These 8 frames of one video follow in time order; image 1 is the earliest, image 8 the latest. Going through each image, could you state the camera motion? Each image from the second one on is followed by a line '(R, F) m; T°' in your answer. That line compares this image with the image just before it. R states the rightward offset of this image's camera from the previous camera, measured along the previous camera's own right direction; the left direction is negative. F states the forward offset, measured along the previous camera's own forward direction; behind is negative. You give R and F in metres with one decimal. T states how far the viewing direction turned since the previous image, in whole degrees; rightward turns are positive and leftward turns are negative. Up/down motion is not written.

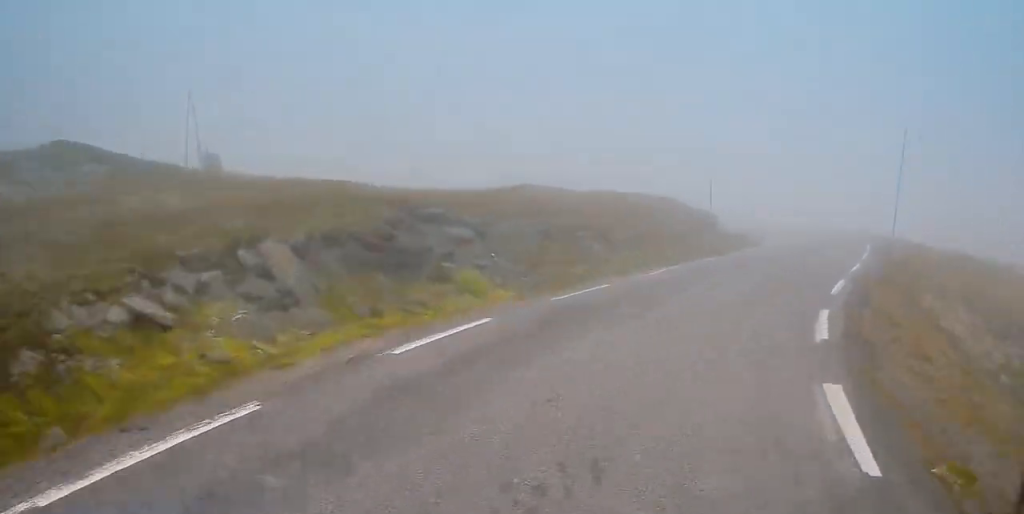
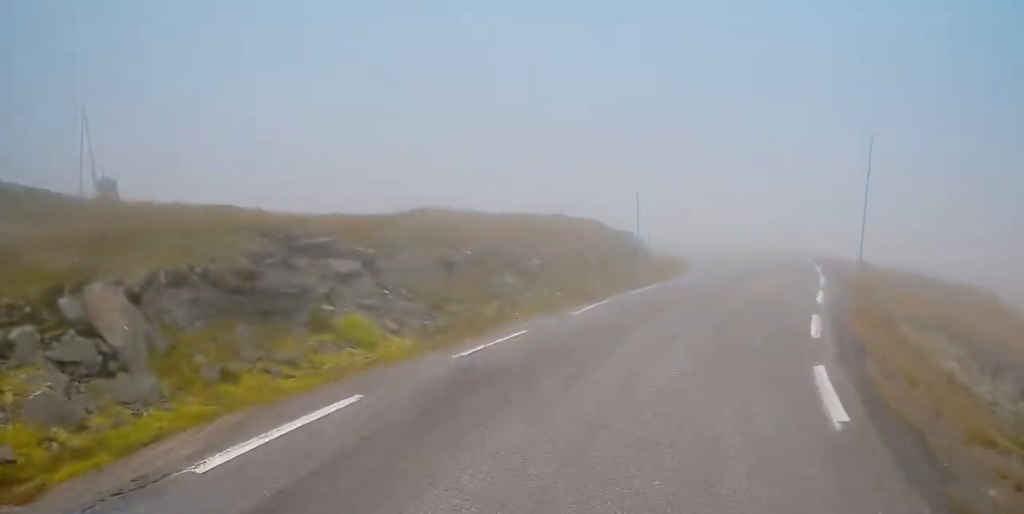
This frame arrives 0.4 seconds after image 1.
(+0.2, +3.9) m; +5°
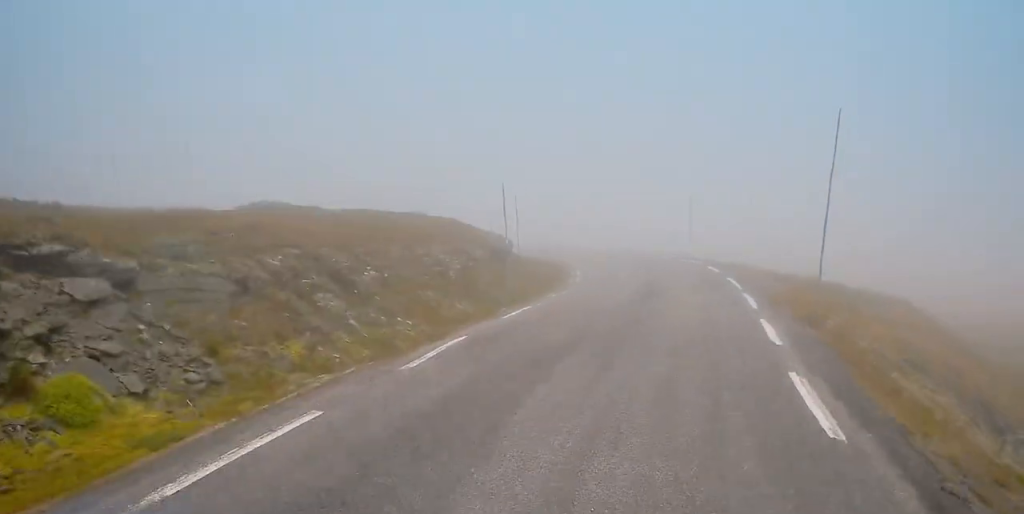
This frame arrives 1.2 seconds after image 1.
(+0.5, +6.2) m; +8°
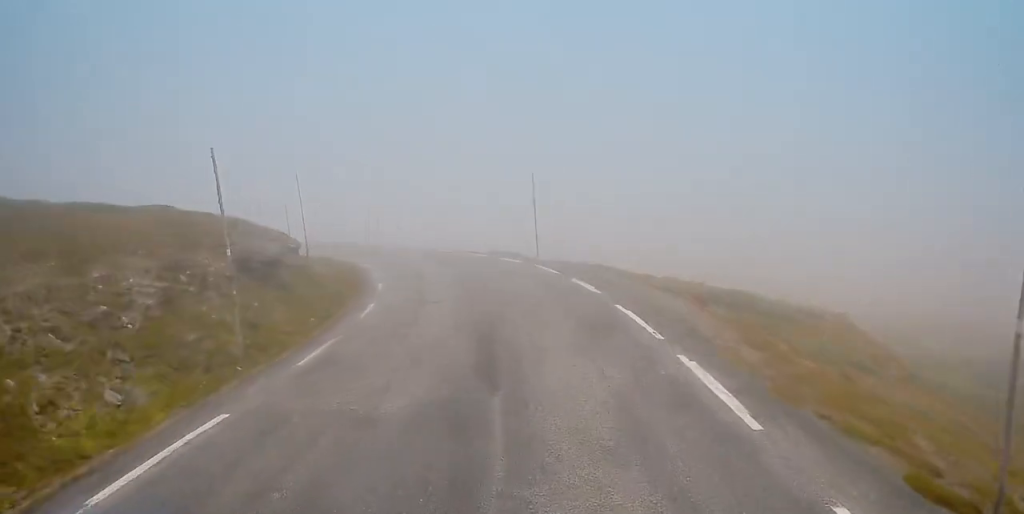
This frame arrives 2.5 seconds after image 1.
(+0.9, +11.4) m; +5°
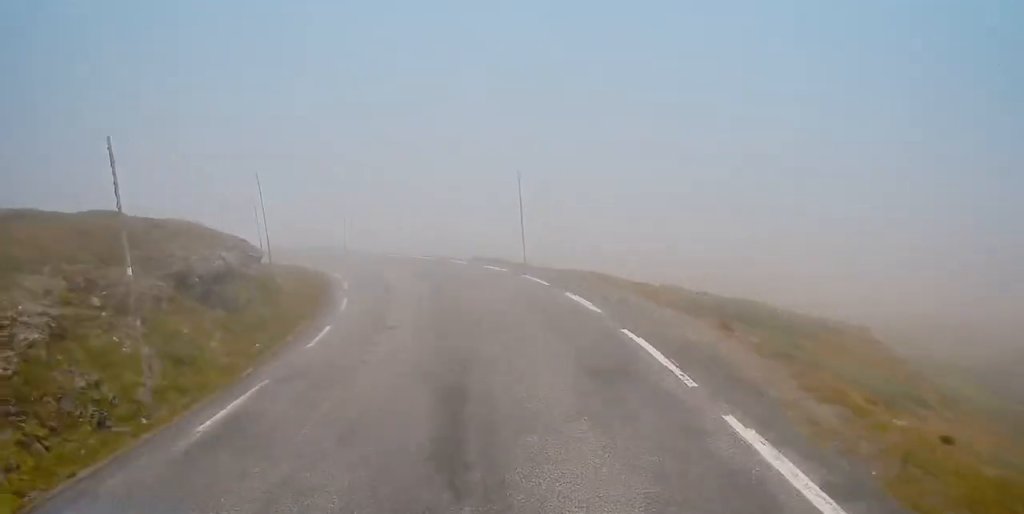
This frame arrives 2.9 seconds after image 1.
(0.0, +3.4) m; 0°
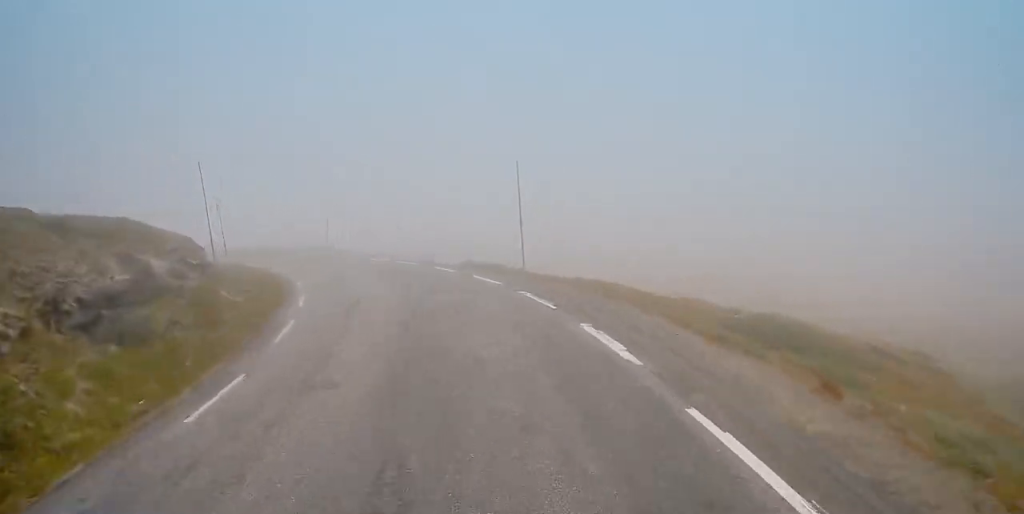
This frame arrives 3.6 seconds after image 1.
(0.0, +5.6) m; -1°
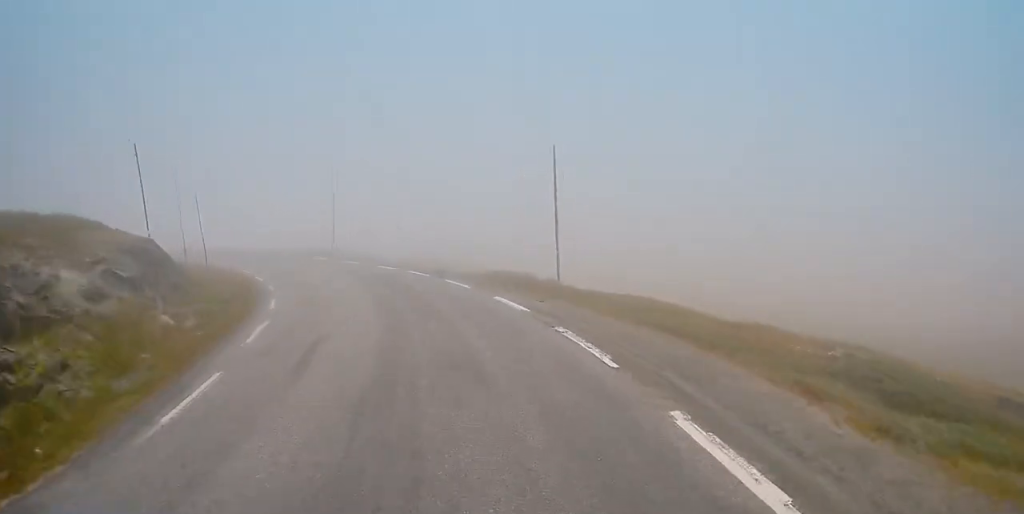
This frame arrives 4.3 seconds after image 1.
(+0.1, +6.2) m; -3°
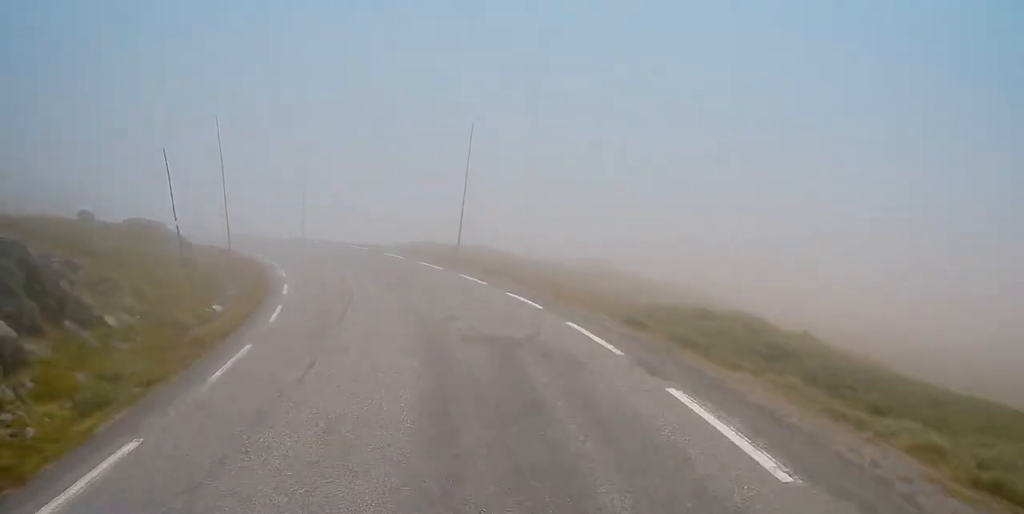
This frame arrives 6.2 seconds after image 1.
(-2.0, +17.1) m; -13°
